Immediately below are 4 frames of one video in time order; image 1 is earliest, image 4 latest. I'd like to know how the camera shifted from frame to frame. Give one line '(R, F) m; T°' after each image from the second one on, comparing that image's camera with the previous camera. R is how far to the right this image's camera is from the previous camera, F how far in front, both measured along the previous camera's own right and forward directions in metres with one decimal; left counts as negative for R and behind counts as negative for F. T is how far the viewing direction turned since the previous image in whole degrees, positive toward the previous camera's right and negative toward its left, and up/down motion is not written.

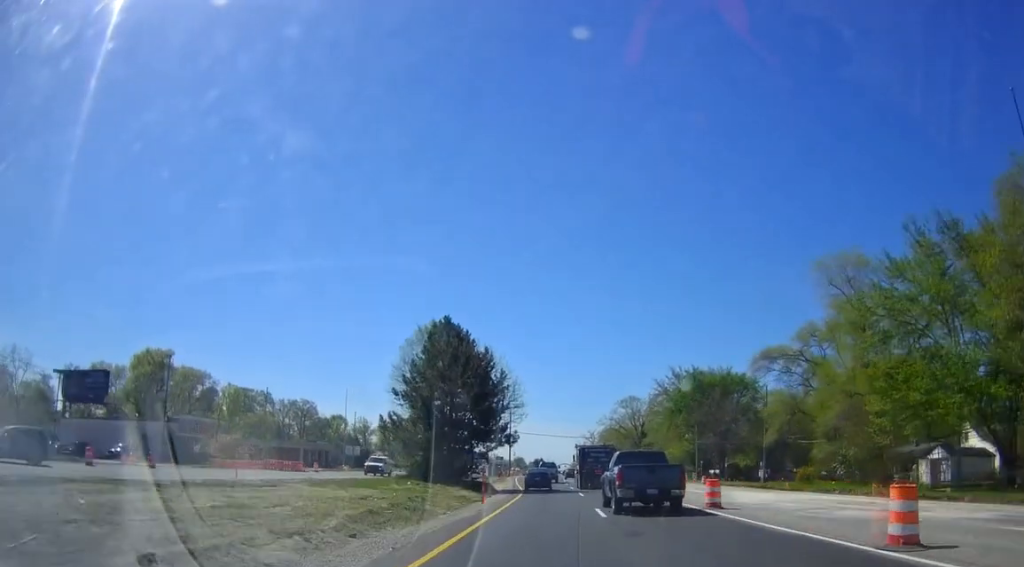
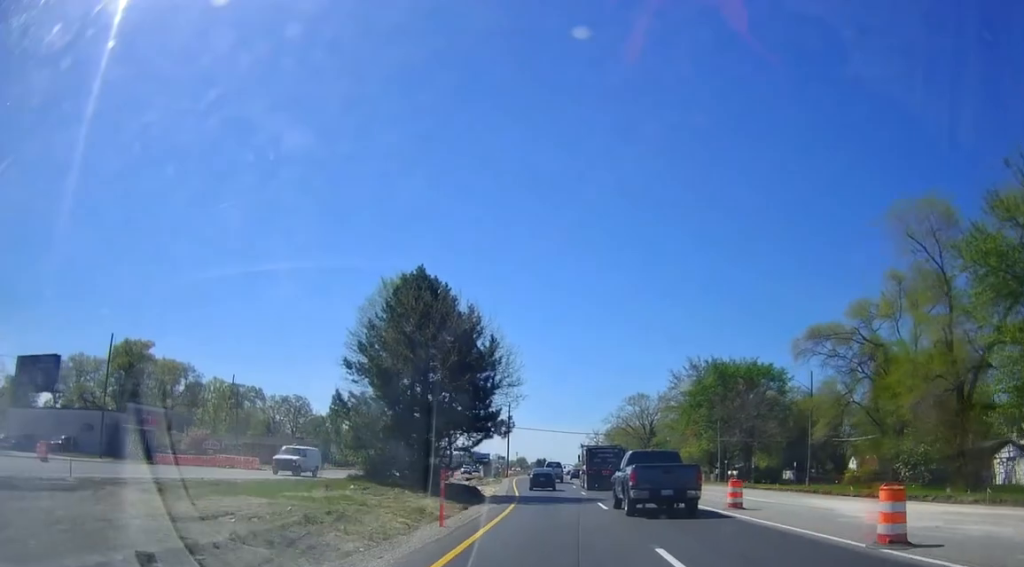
(+0.4, +11.6) m; -1°
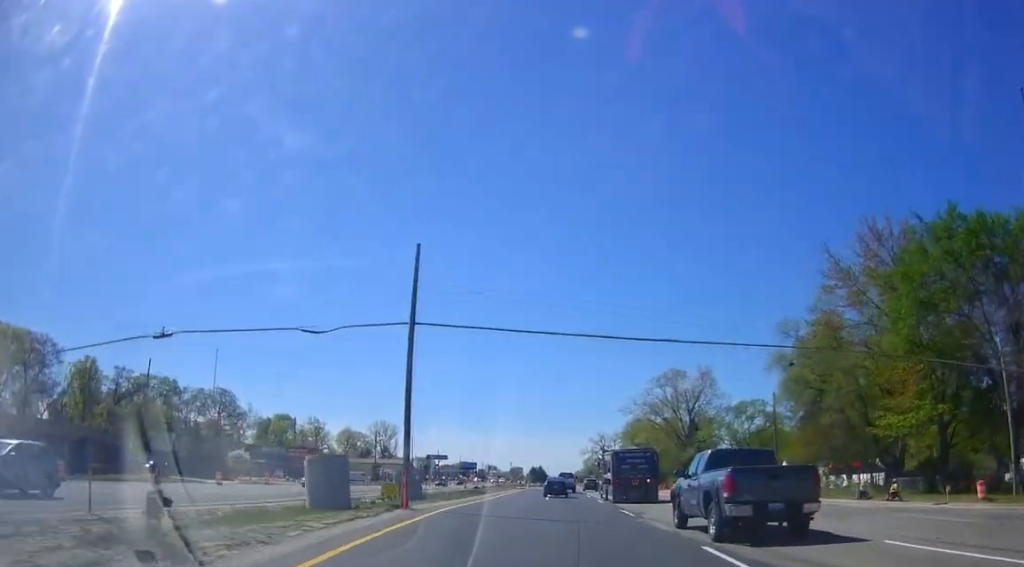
(-1.4, +59.9) m; +1°
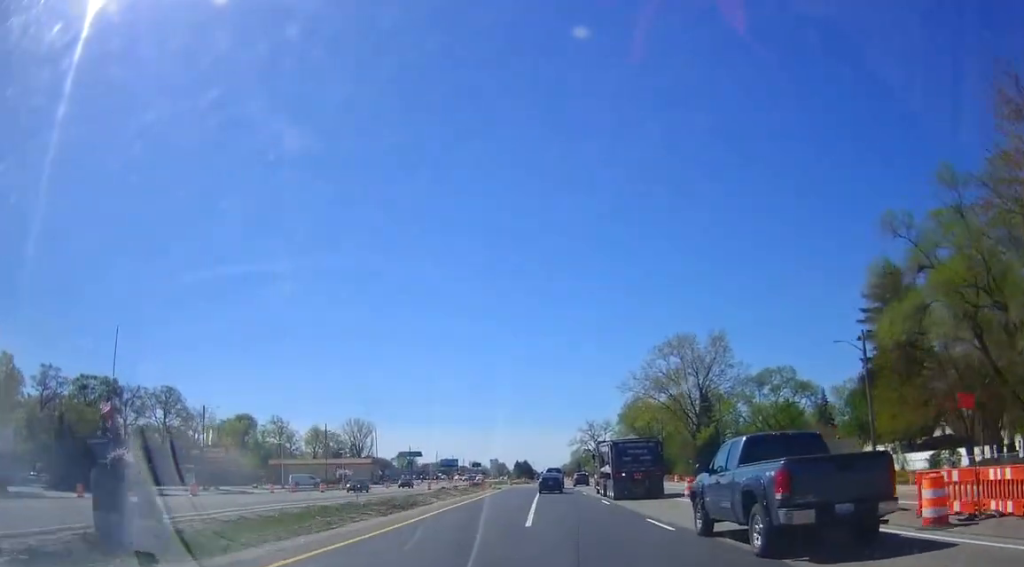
(-0.2, +24.0) m; -1°
